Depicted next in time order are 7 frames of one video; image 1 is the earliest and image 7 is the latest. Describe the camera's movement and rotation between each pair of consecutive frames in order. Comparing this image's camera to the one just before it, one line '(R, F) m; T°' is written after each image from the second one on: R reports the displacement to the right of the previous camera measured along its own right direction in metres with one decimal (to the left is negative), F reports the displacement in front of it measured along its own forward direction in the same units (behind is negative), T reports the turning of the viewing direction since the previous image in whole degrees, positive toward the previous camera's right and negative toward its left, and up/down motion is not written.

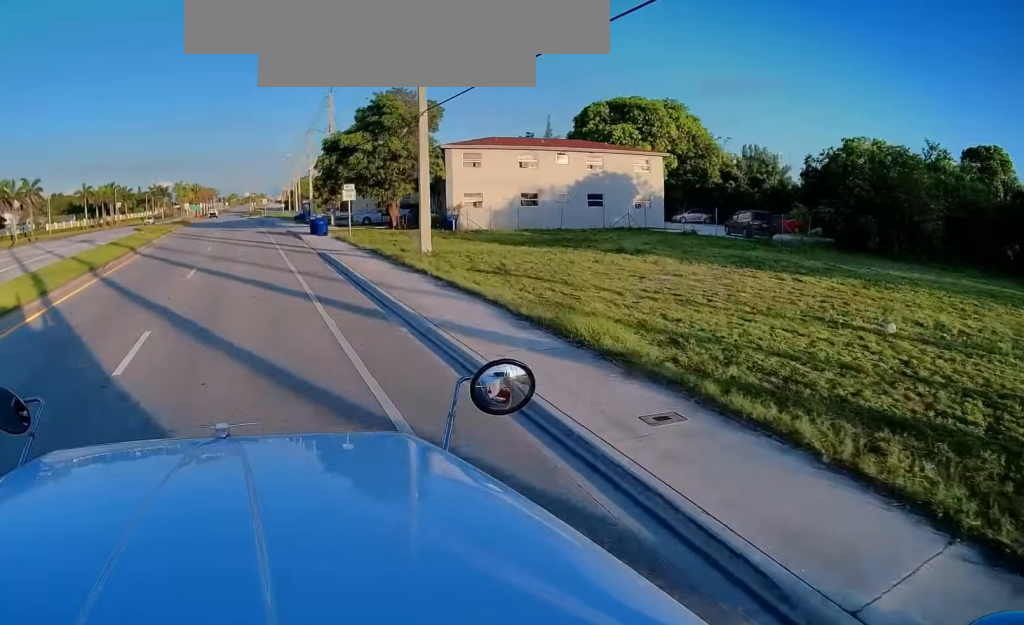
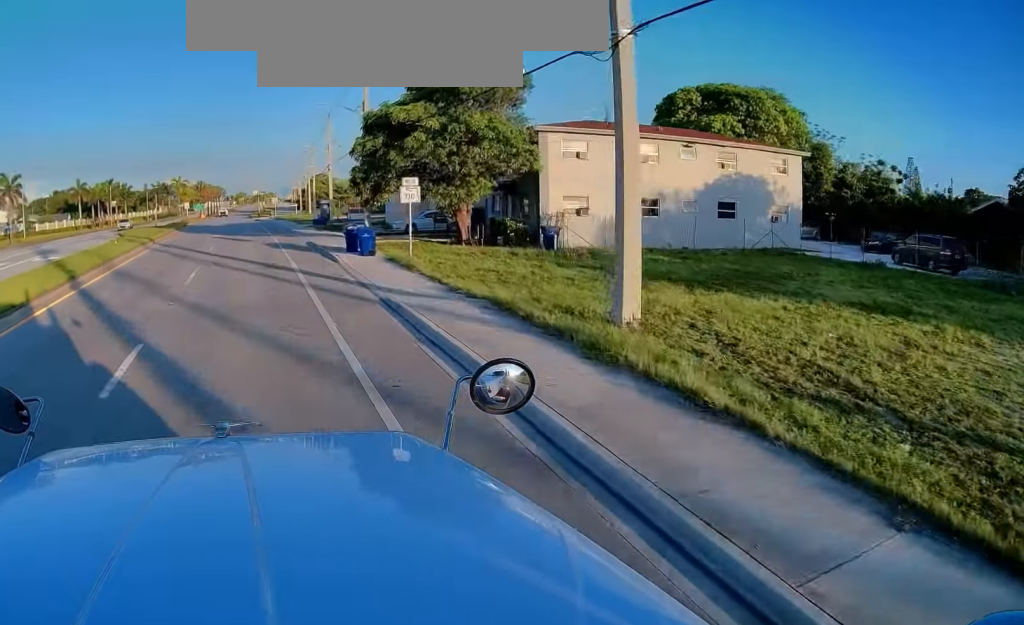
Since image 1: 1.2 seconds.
(+0.1, +13.5) m; -1°
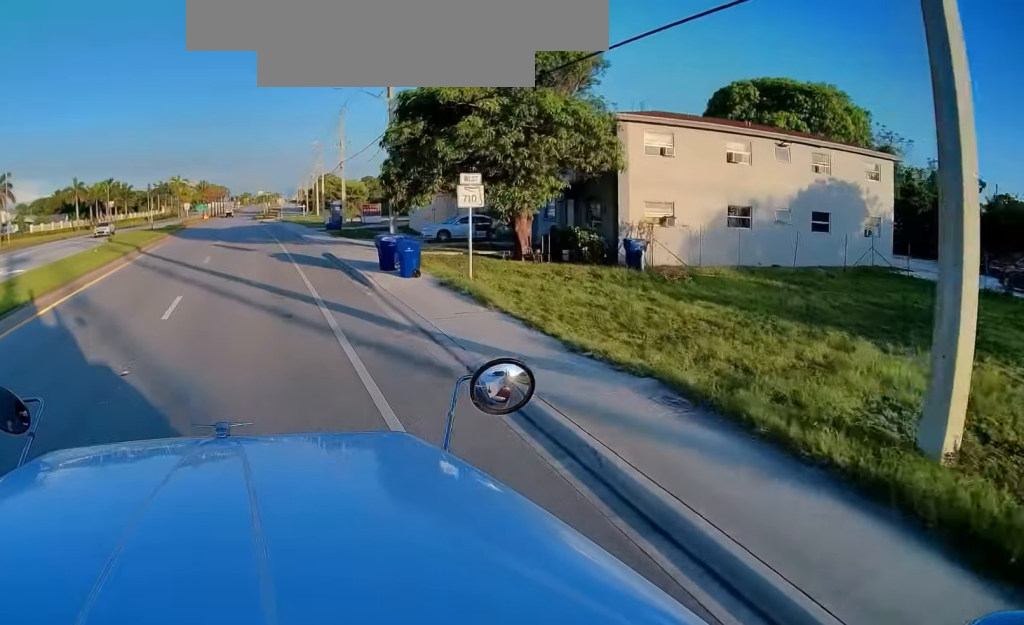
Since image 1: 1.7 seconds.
(-0.1, +6.2) m; -1°
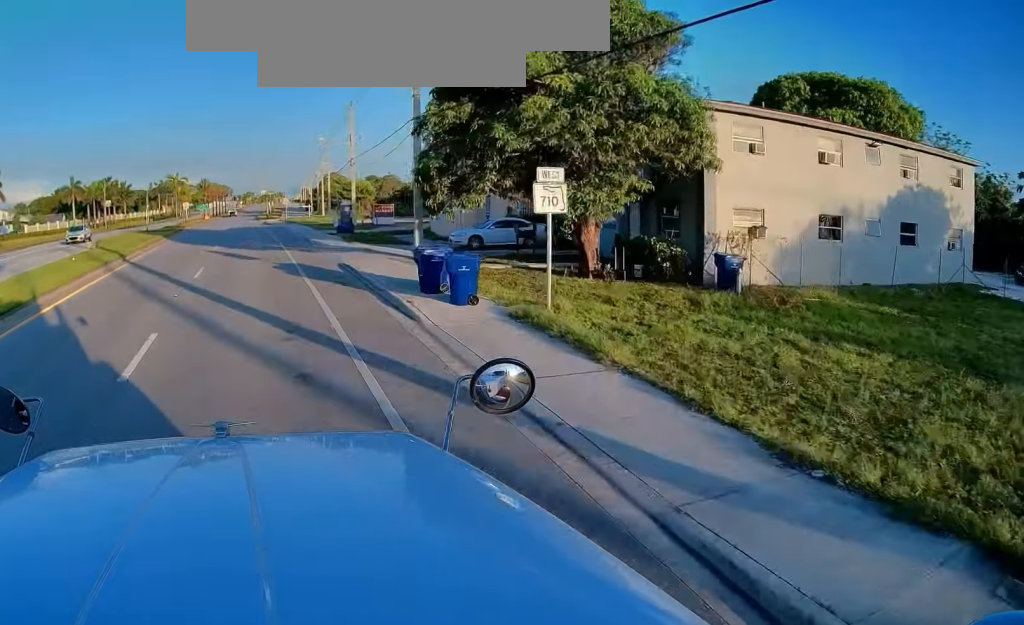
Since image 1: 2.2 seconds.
(-0.1, +5.1) m; -1°
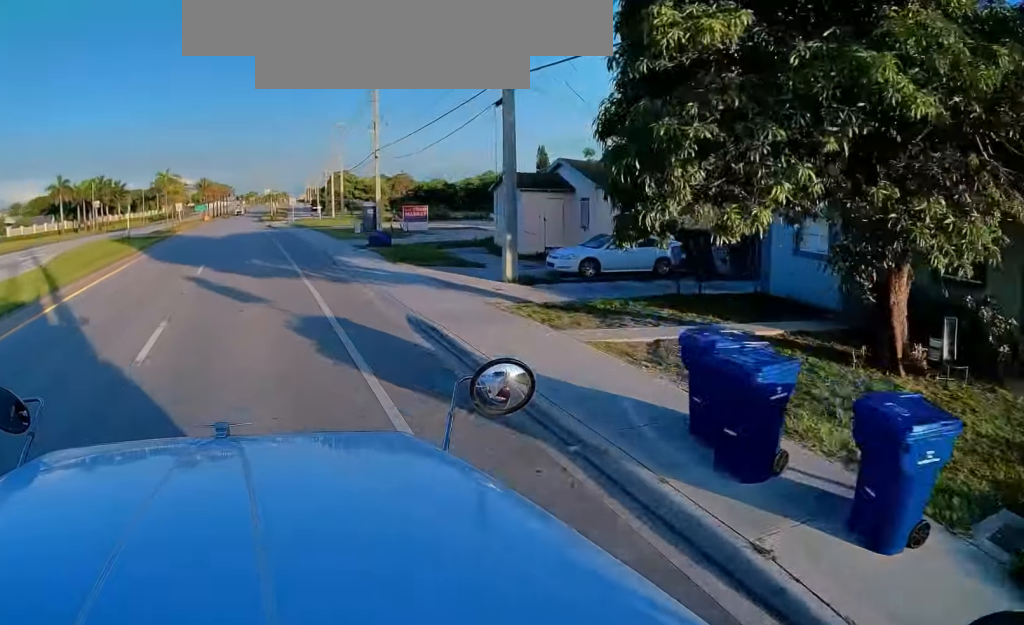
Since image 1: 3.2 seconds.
(0.0, +11.6) m; -2°
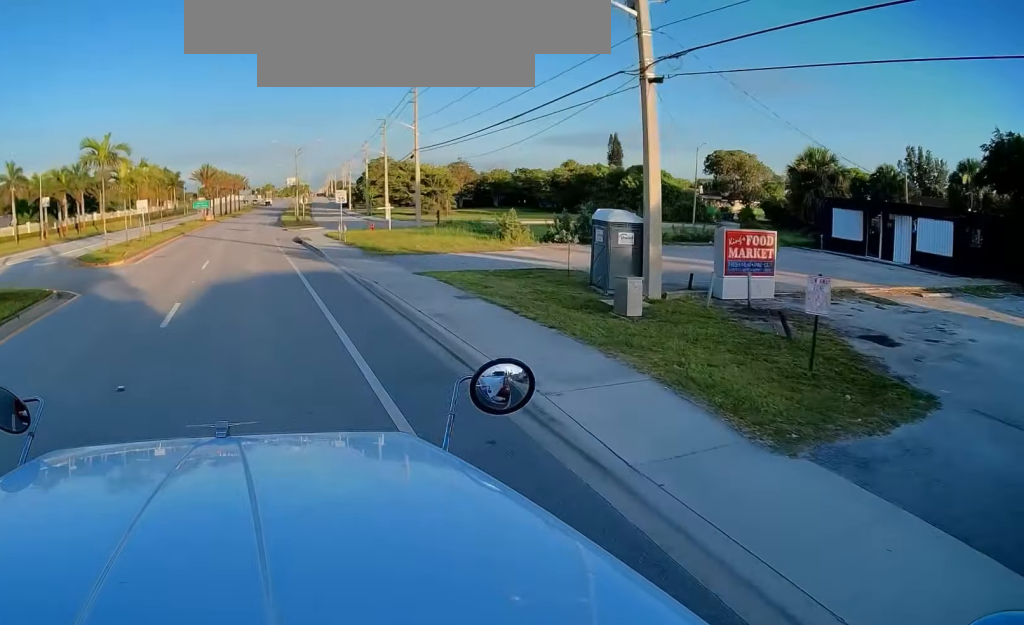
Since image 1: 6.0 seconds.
(-0.3, +33.9) m; 0°
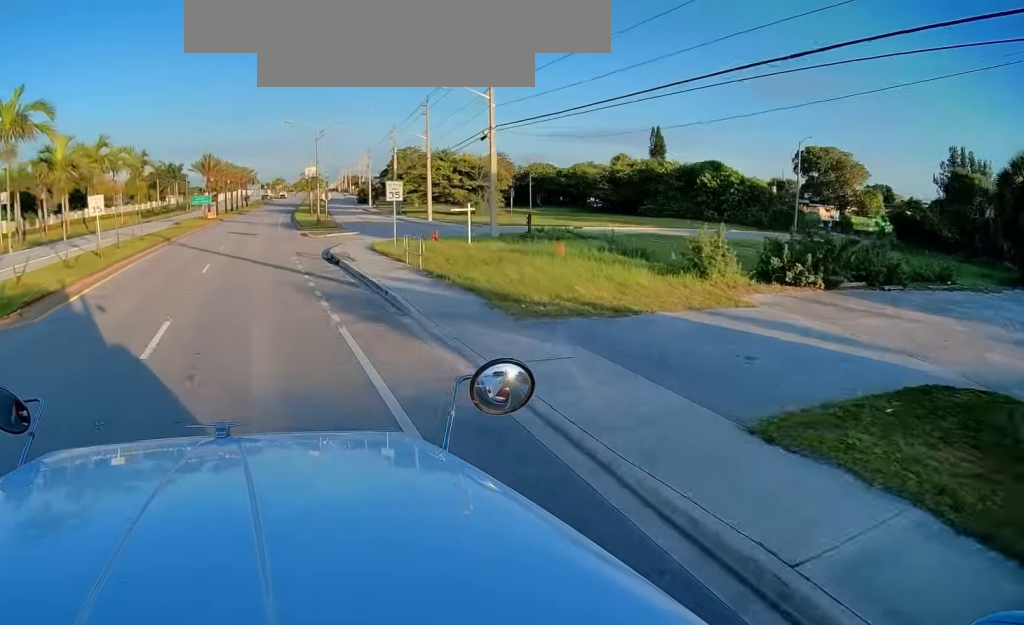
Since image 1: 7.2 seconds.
(-0.3, +15.3) m; -1°
